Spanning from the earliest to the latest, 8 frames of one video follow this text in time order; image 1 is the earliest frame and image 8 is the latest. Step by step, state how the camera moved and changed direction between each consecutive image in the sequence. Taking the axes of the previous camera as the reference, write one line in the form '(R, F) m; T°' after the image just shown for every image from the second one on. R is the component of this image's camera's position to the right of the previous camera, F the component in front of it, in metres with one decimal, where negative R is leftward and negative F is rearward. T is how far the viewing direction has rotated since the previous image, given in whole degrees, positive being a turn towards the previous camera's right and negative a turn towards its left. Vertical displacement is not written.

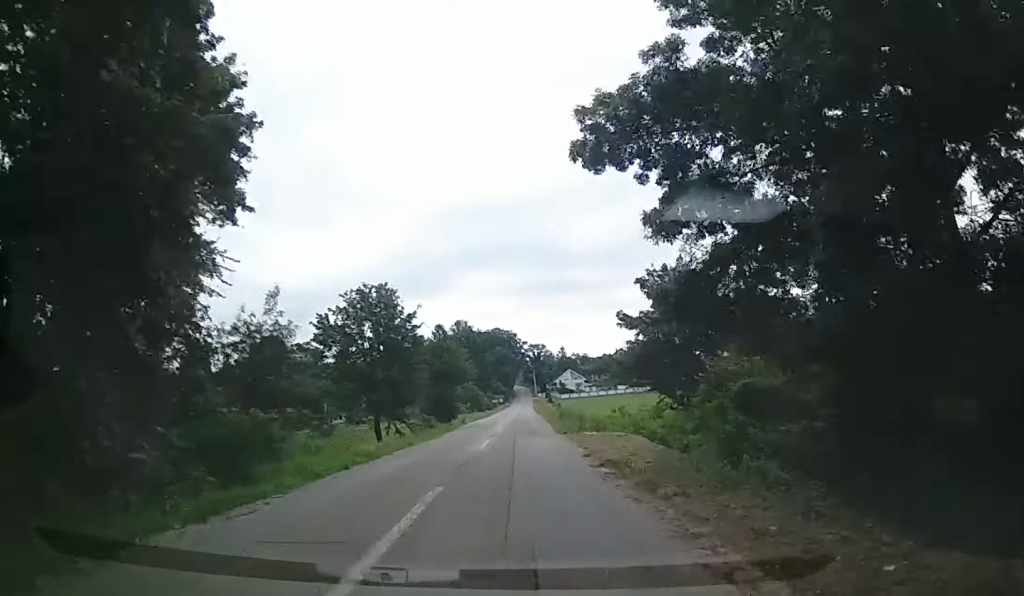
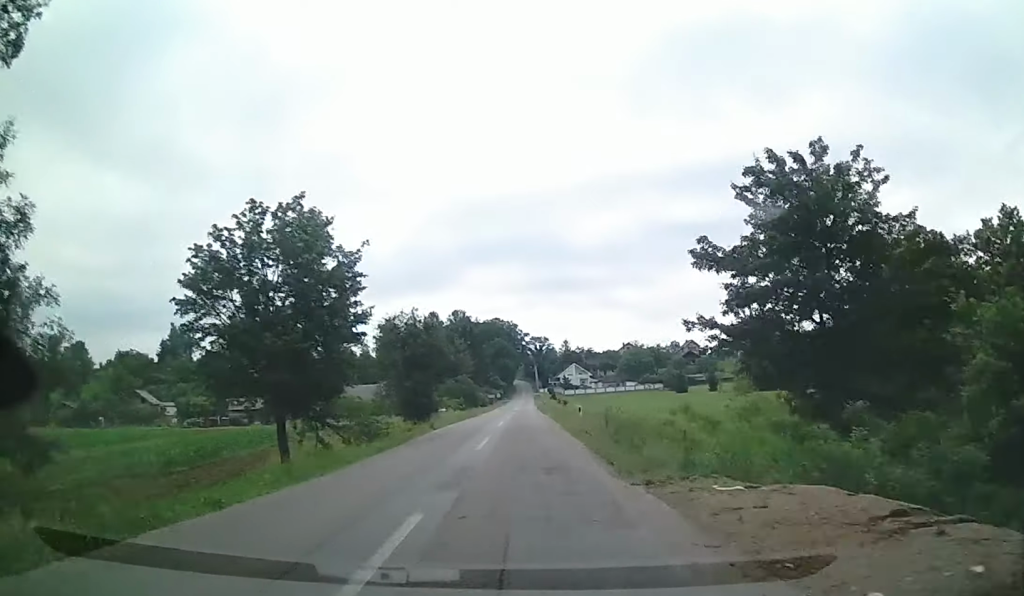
(0.0, +17.3) m; -1°
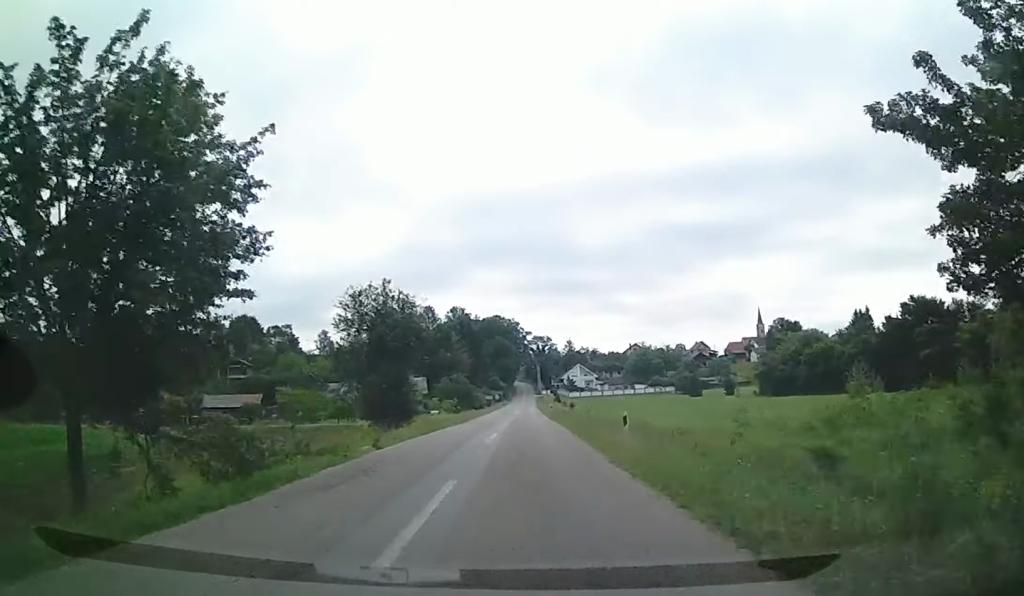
(-0.2, +13.0) m; -1°
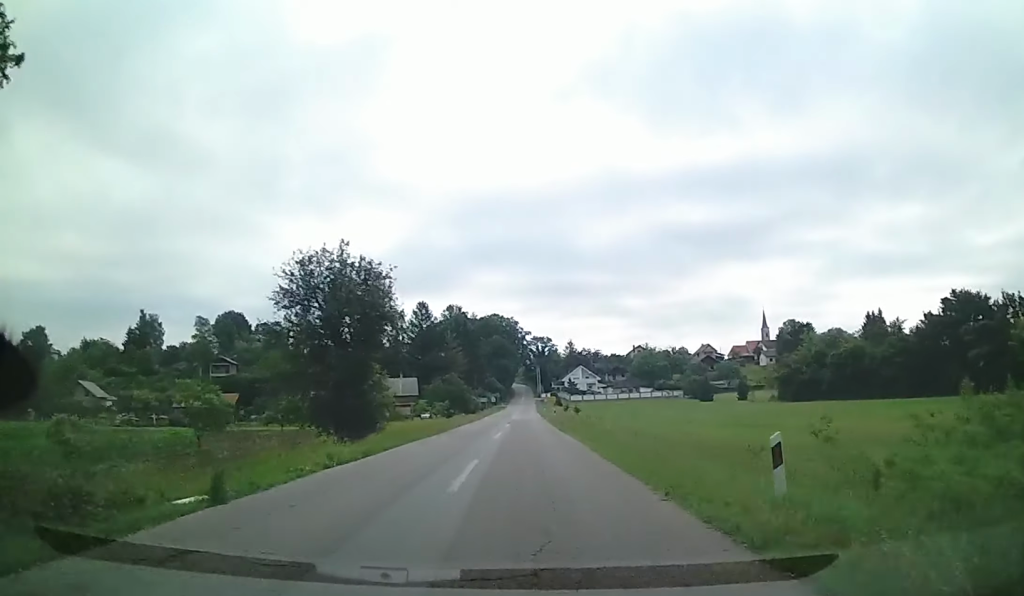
(0.0, +10.7) m; +1°
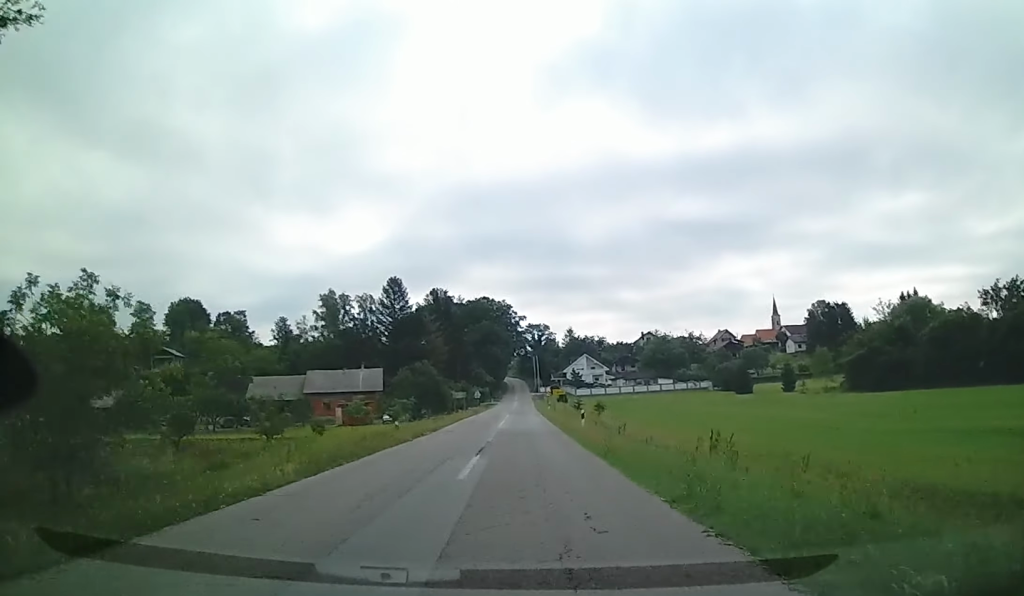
(+0.4, +28.9) m; 0°
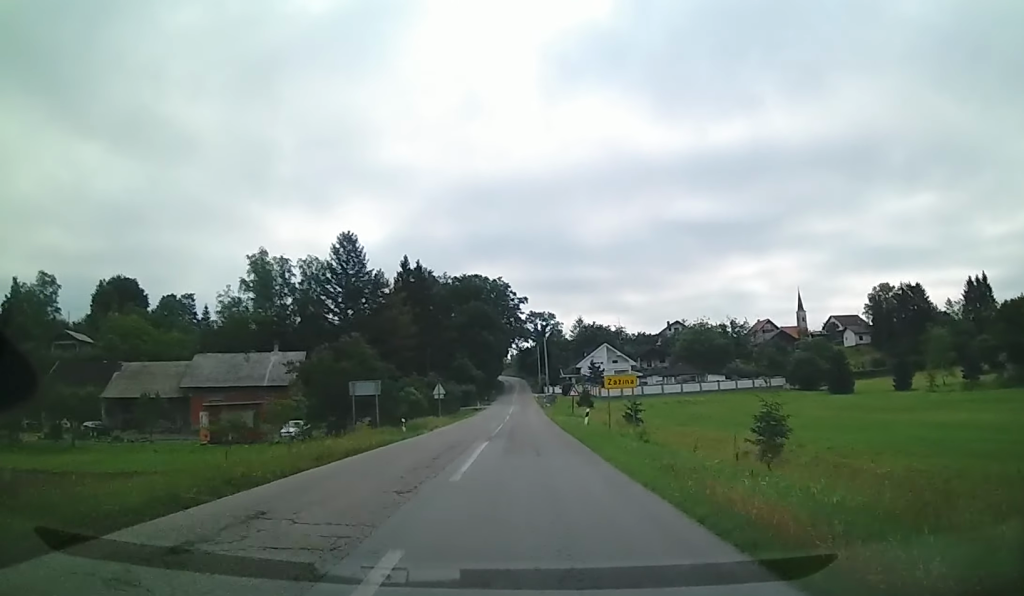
(-0.1, +37.9) m; +1°
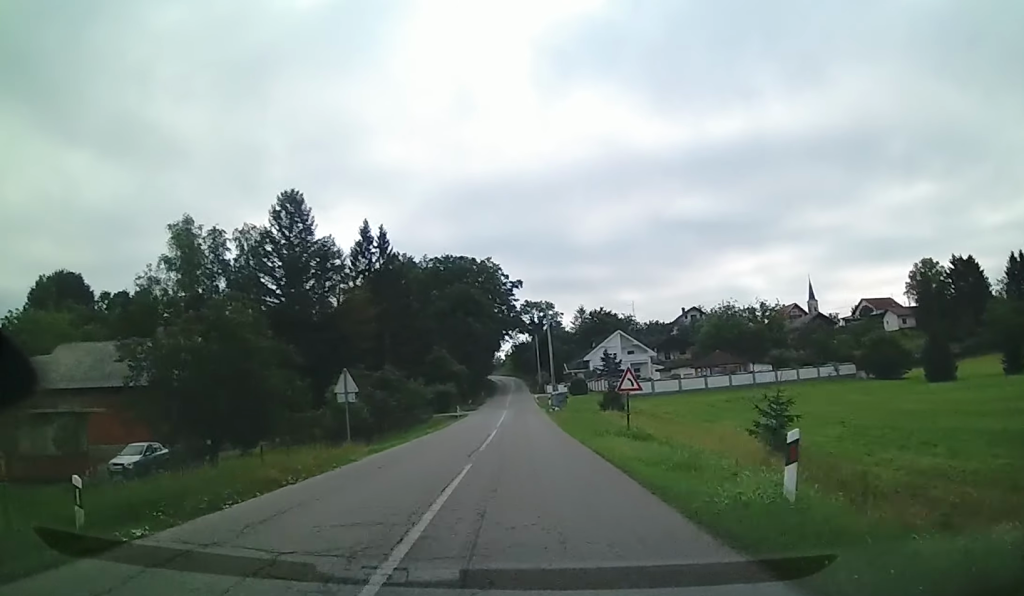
(+0.1, +22.1) m; +1°
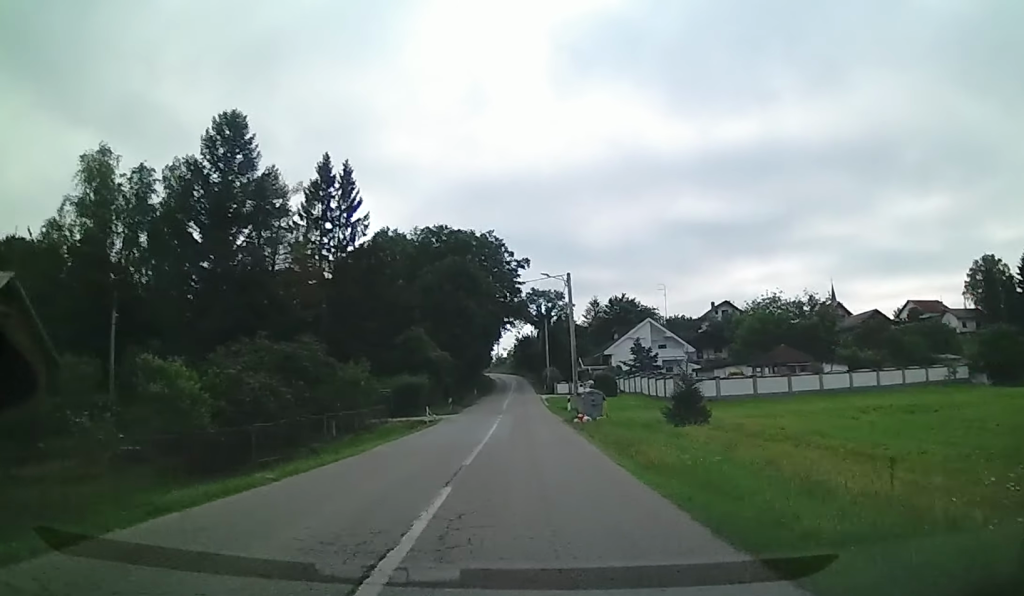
(+0.1, +19.8) m; 0°
